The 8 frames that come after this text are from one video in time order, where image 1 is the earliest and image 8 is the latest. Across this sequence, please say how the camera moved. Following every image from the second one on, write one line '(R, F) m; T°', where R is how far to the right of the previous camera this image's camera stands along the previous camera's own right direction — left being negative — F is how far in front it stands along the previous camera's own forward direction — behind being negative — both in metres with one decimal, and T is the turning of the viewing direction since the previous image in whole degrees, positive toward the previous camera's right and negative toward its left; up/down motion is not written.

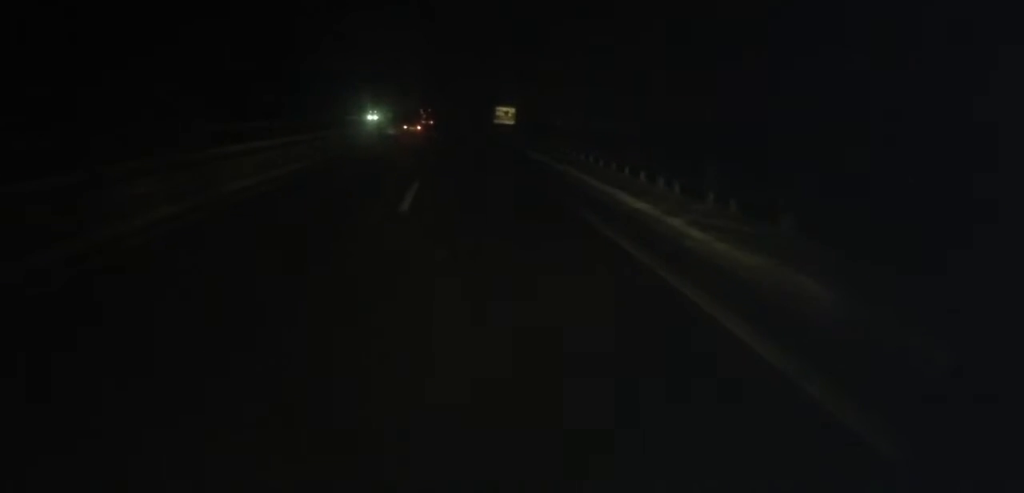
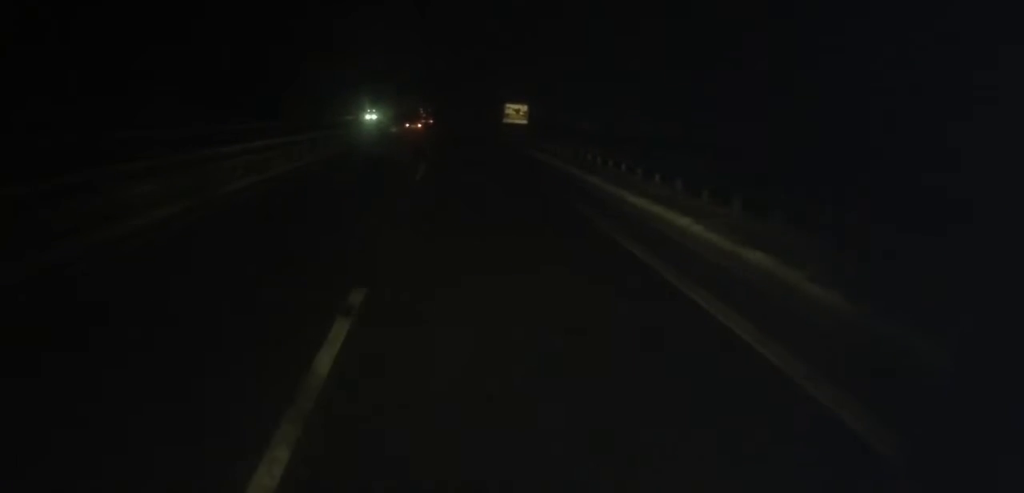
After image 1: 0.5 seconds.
(-0.1, +11.8) m; 0°
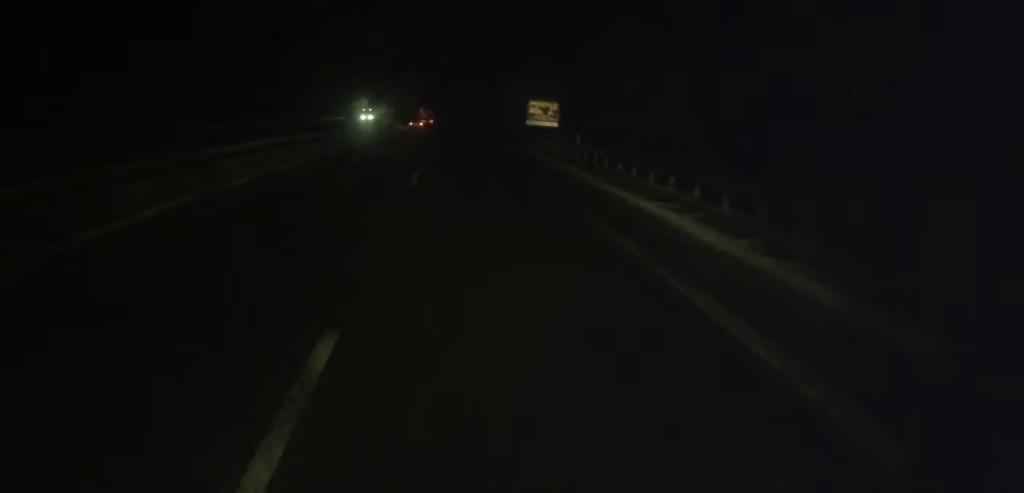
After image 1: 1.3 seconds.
(+0.1, +19.4) m; -1°
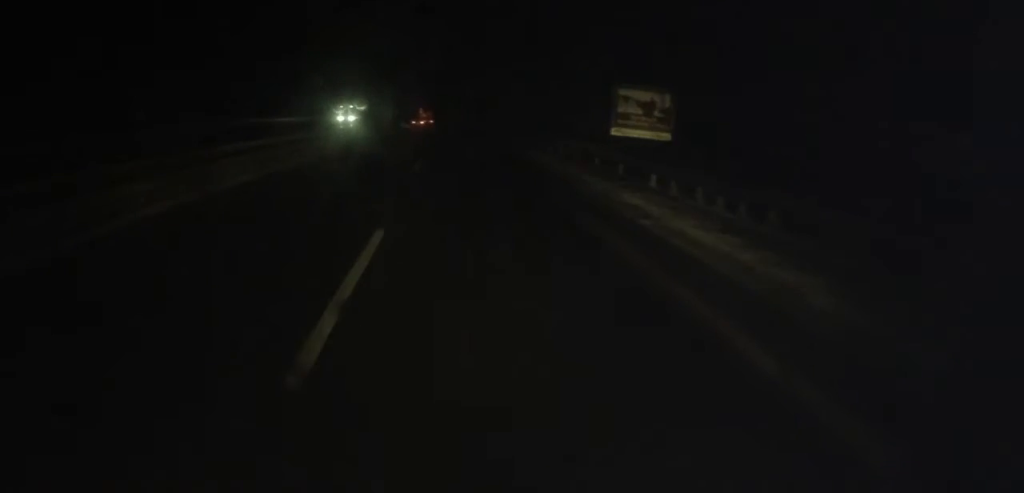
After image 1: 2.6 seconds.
(-0.6, +30.1) m; 0°
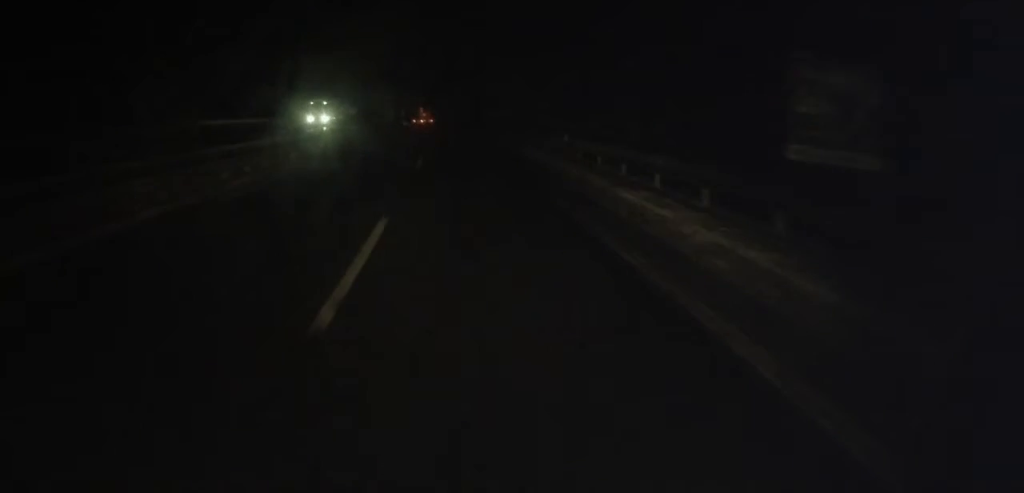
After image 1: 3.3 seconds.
(+0.4, +16.3) m; 0°
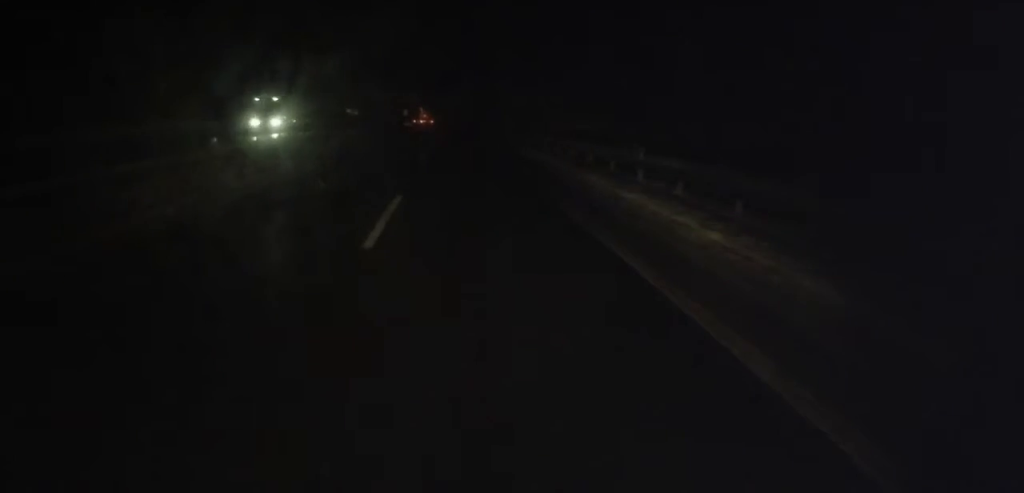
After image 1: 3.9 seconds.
(-0.1, +14.0) m; -1°
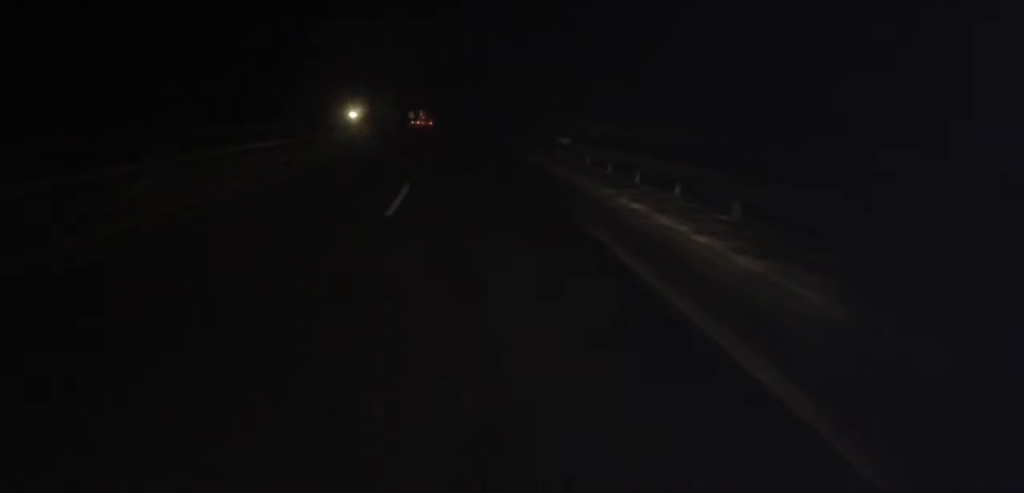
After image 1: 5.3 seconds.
(-0.6, +32.3) m; -1°
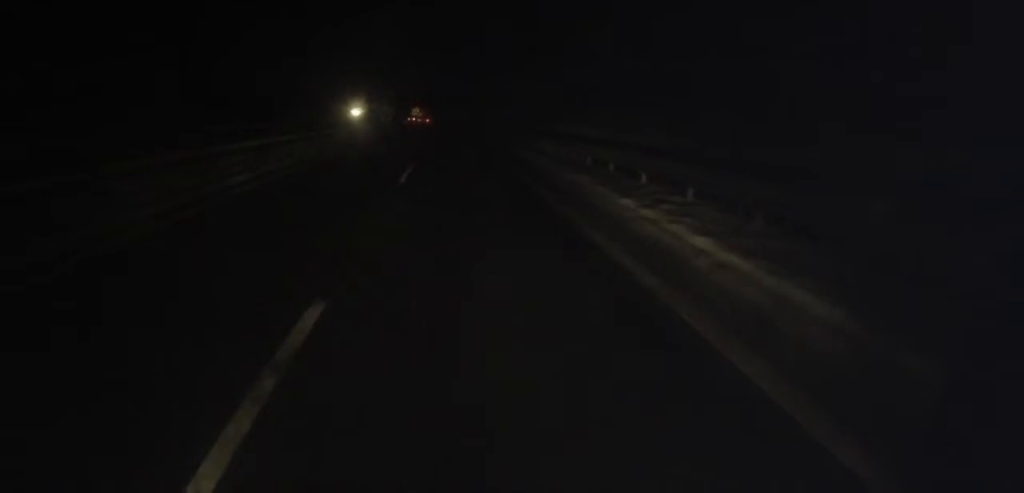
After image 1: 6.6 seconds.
(-0.2, +30.3) m; -1°
